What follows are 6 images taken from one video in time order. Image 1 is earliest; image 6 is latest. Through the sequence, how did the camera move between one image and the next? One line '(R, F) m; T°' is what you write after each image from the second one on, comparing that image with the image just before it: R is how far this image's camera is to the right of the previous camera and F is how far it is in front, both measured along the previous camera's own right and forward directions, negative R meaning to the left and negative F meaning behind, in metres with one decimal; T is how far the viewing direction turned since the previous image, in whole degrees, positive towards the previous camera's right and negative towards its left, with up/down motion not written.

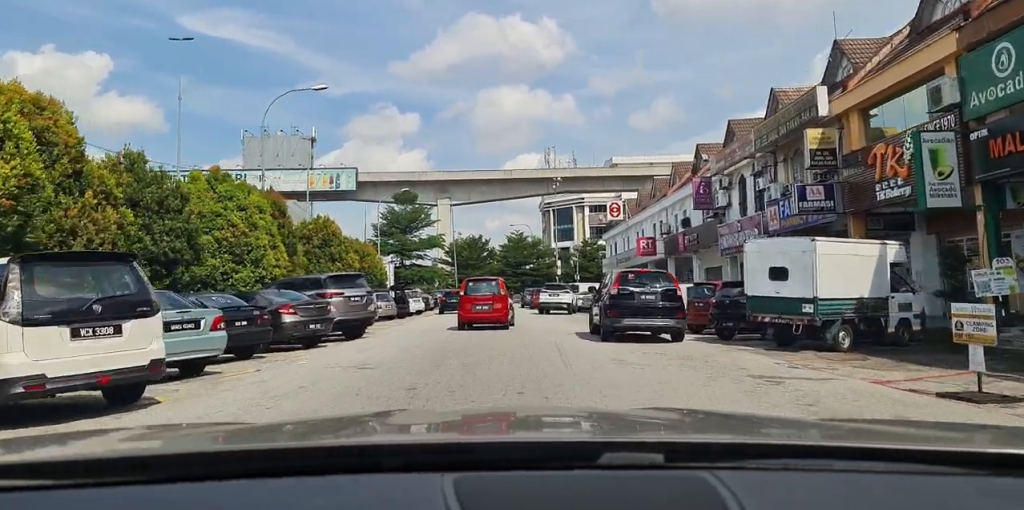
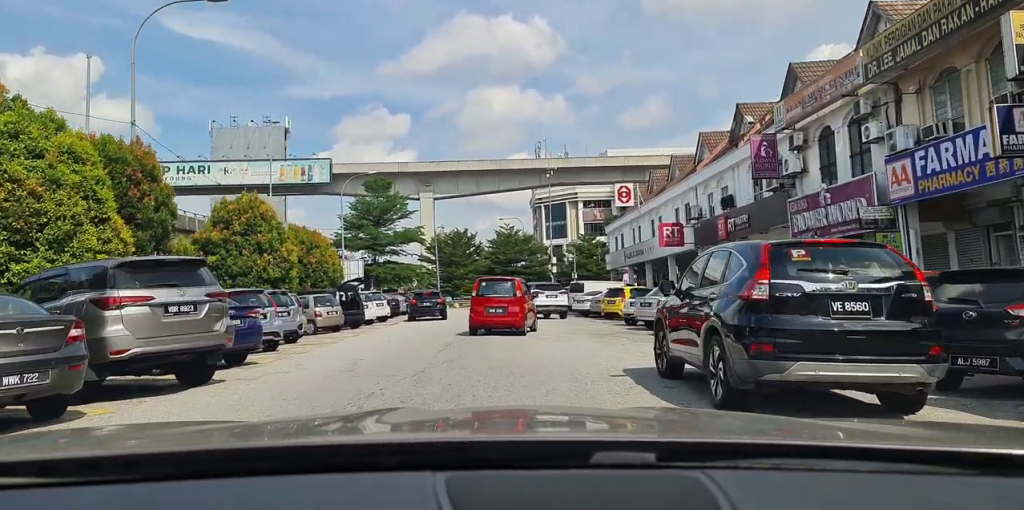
(-0.2, +10.2) m; -1°
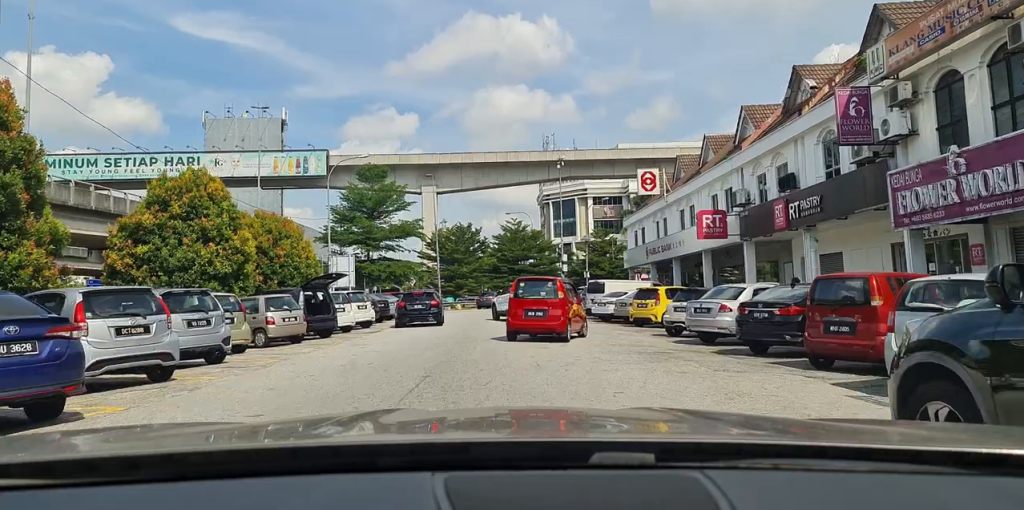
(0.0, +4.3) m; 0°
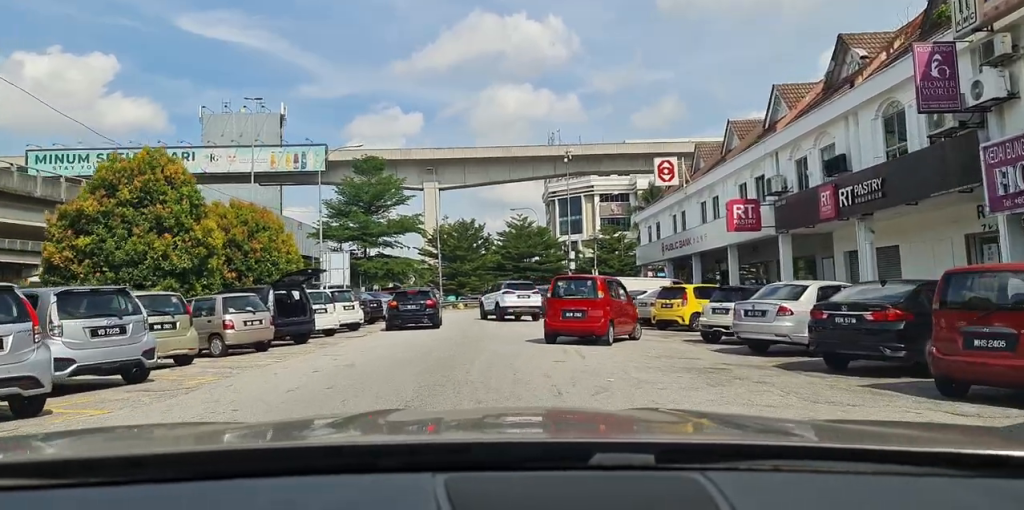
(0.0, +2.2) m; 0°
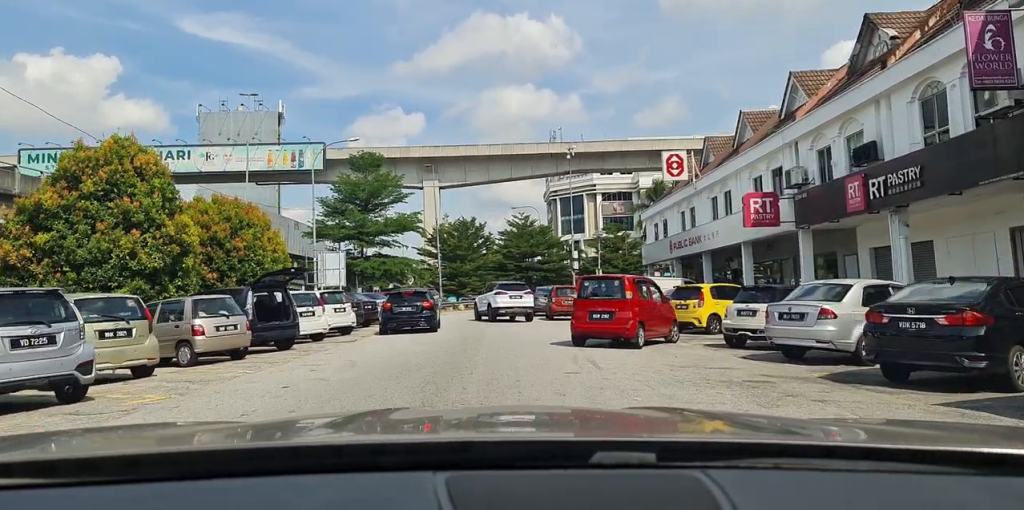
(0.0, +1.6) m; 0°
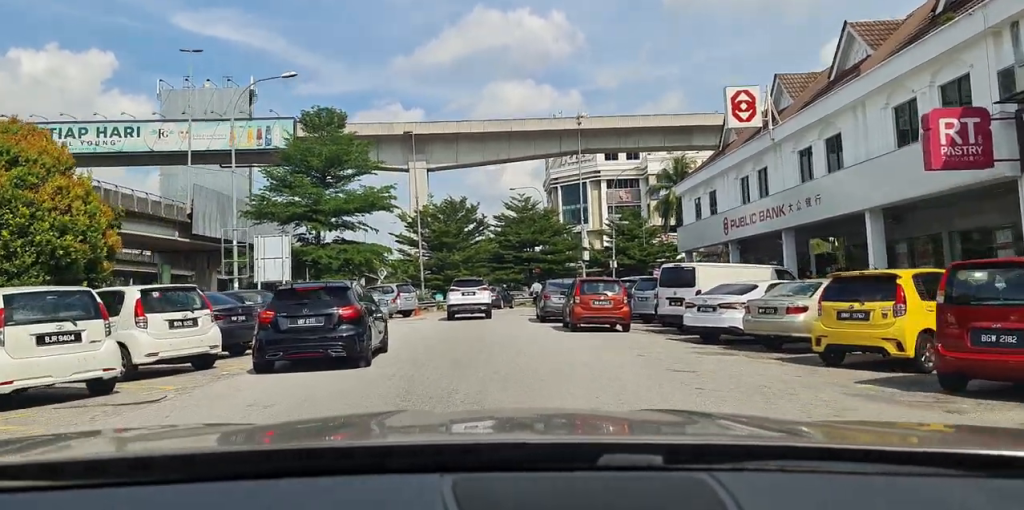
(0.0, +10.7) m; +2°
